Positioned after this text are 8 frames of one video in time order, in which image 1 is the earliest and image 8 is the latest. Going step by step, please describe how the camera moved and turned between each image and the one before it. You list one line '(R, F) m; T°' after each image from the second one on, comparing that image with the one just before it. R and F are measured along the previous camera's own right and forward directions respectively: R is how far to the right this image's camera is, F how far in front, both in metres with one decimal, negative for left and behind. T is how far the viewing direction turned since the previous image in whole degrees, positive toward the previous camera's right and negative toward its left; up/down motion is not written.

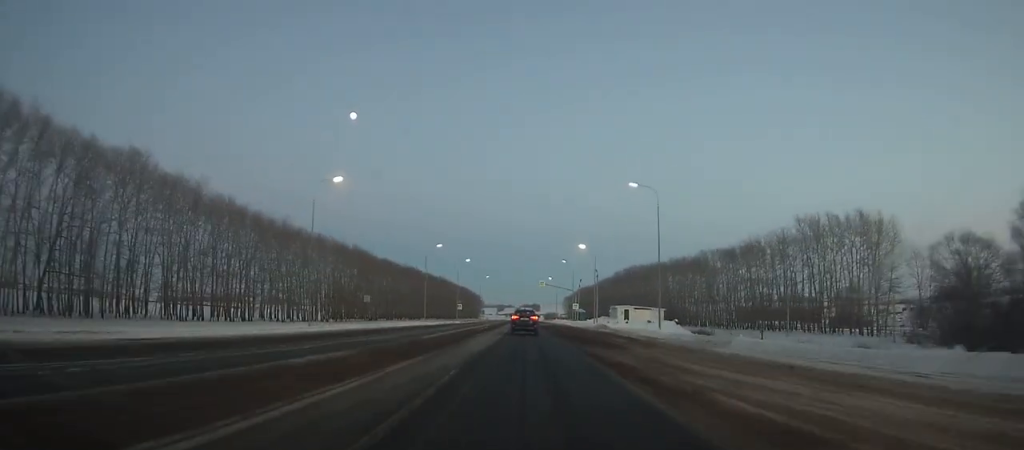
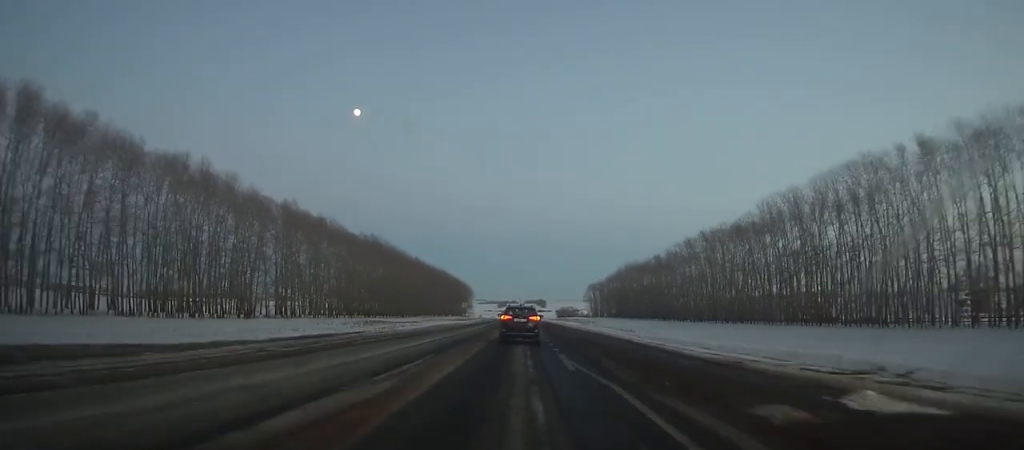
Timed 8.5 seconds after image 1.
(-2.6, +161.1) m; -1°
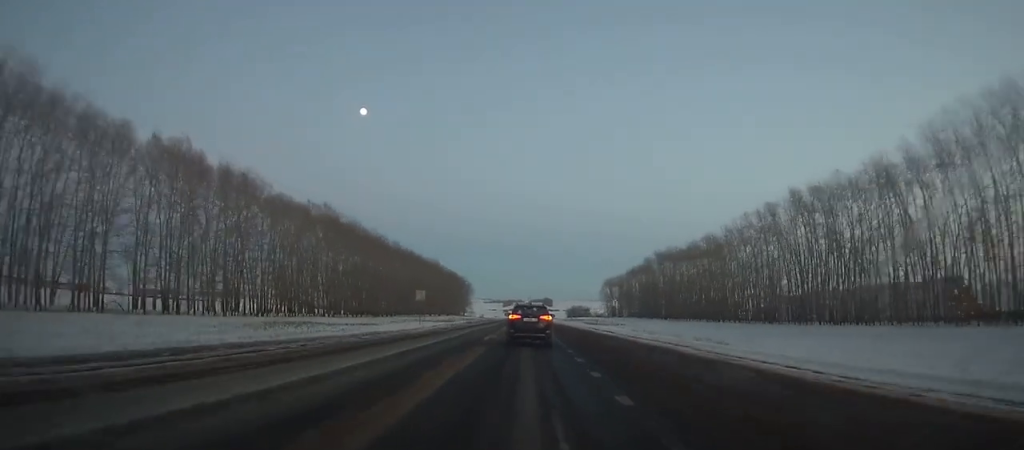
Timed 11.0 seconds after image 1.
(+0.1, +47.4) m; 0°
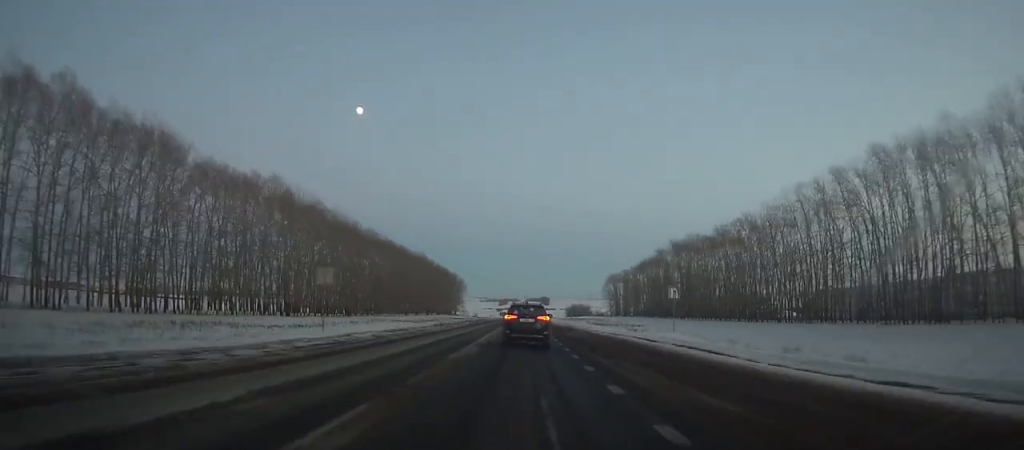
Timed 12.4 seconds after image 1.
(0.0, +26.6) m; 0°
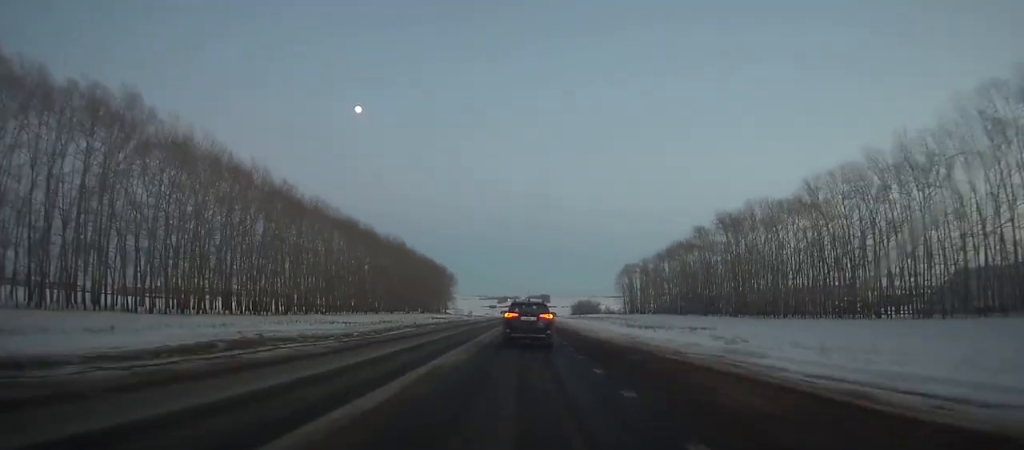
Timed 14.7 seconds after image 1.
(+0.1, +43.5) m; 0°
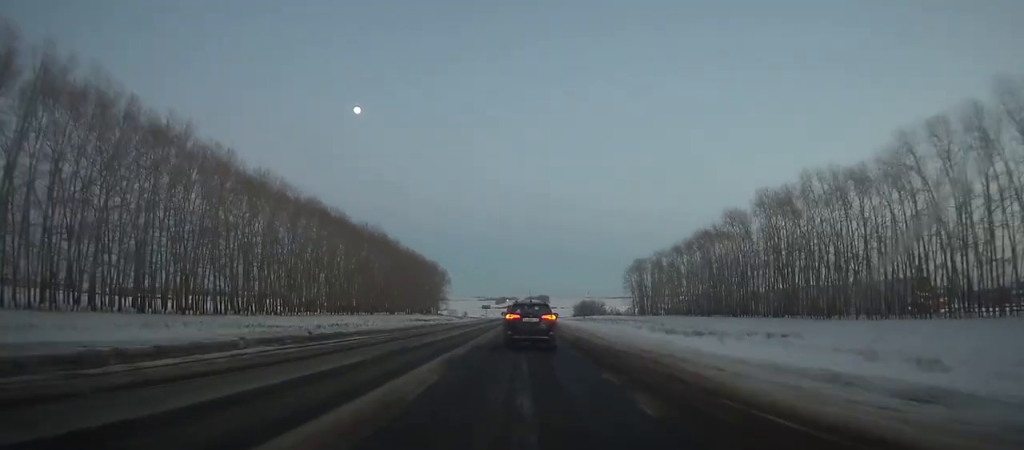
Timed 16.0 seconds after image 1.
(+0.1, +24.6) m; 0°
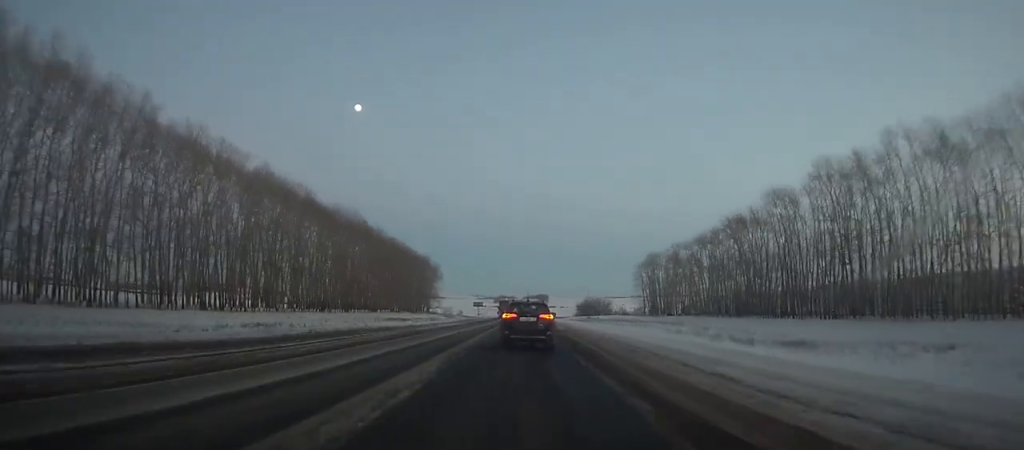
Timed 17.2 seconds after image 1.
(0.0, +22.7) m; 0°
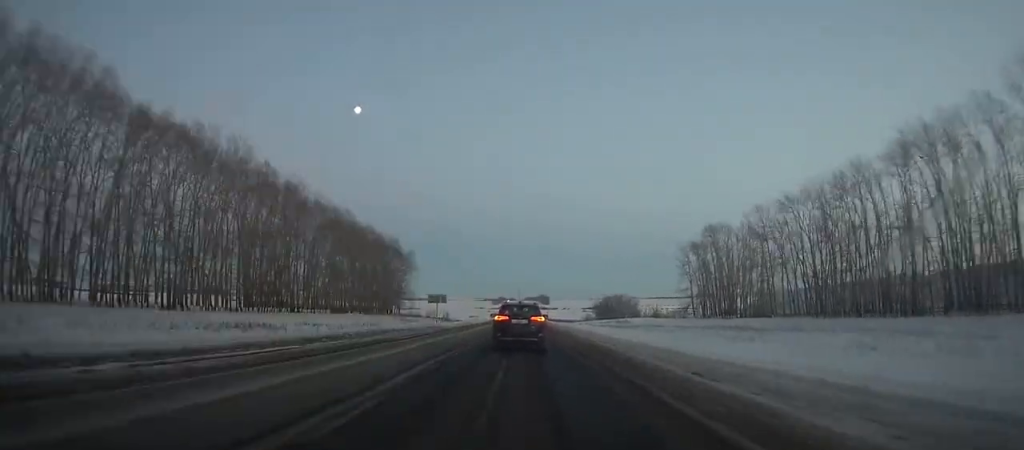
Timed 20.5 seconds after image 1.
(+0.4, +62.3) m; 0°
